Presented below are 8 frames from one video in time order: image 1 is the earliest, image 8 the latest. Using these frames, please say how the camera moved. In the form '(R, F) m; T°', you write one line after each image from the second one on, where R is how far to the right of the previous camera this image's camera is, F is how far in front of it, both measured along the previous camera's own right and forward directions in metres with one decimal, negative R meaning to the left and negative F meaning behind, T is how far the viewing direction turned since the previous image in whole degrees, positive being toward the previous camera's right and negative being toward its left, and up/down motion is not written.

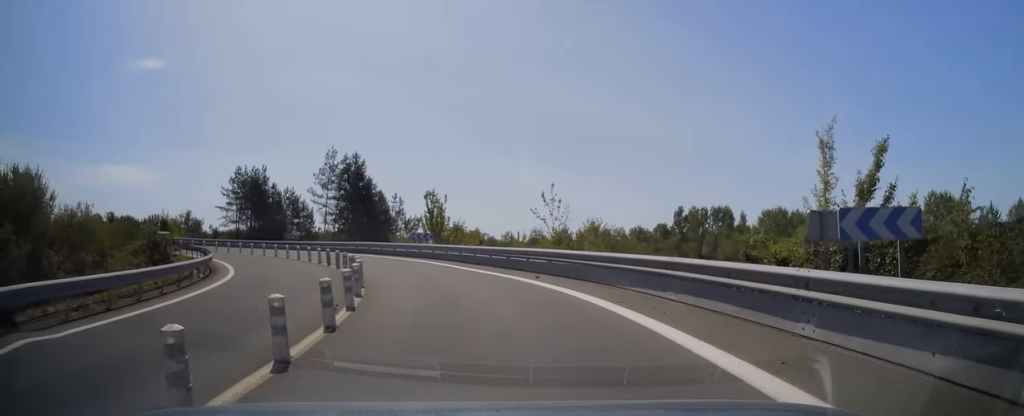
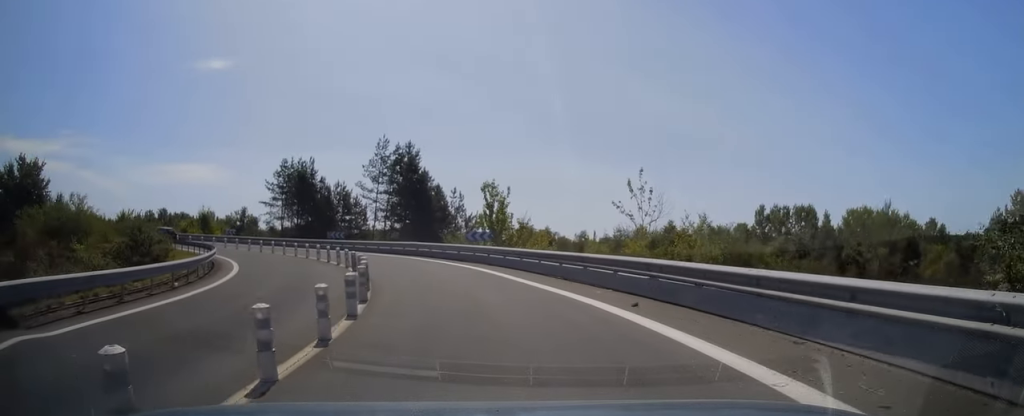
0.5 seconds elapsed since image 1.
(-0.6, +6.1) m; -7°
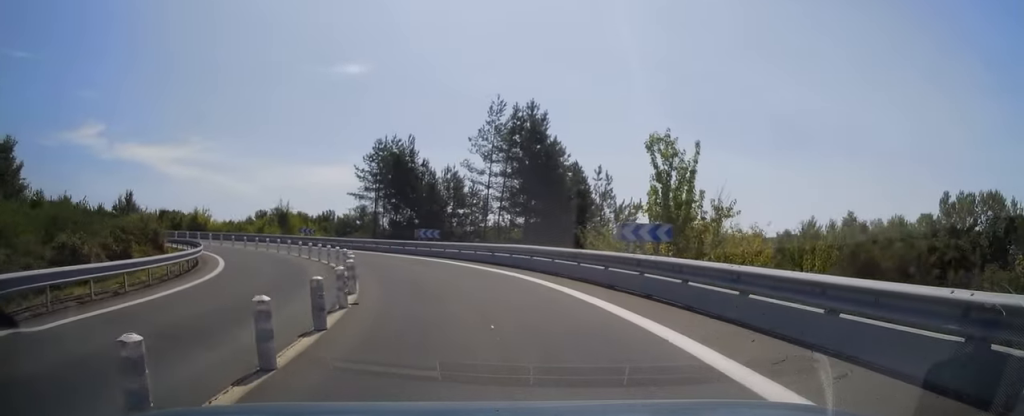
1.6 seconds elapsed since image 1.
(-2.0, +14.4) m; -15°
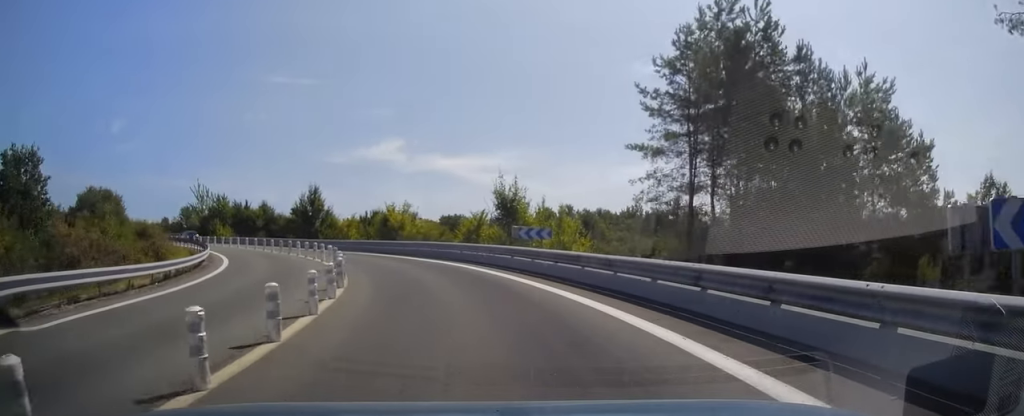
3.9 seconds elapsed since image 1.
(-6.9, +27.7) m; -30°
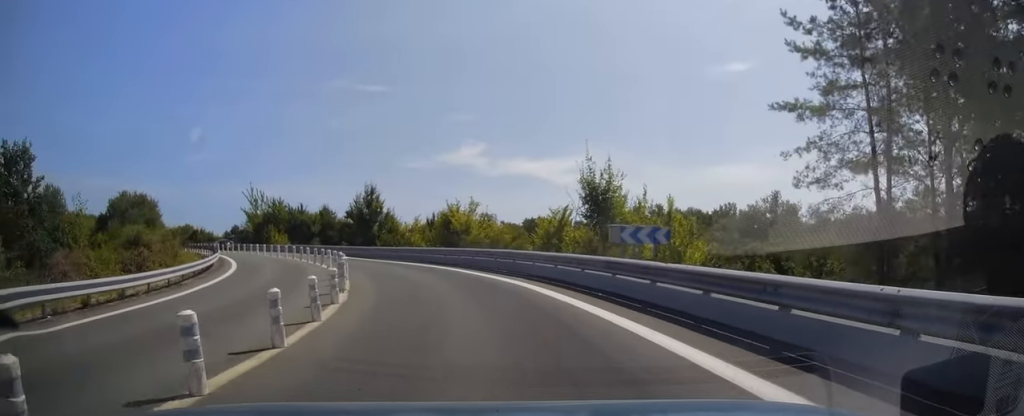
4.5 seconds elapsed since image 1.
(-0.7, +7.8) m; -8°
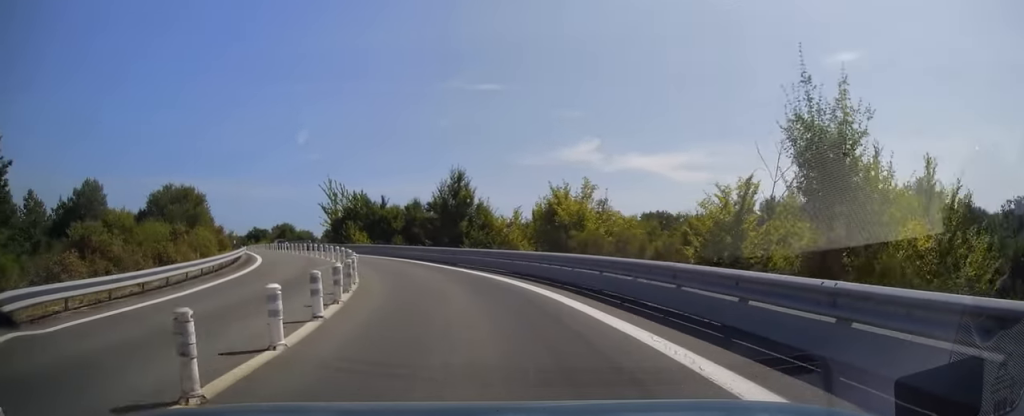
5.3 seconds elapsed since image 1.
(-0.9, +10.8) m; -11°
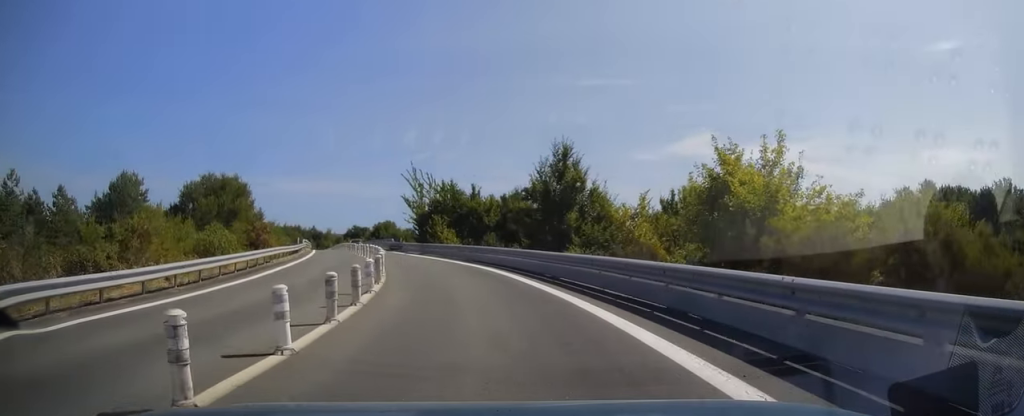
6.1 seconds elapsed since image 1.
(-1.0, +10.8) m; -10°
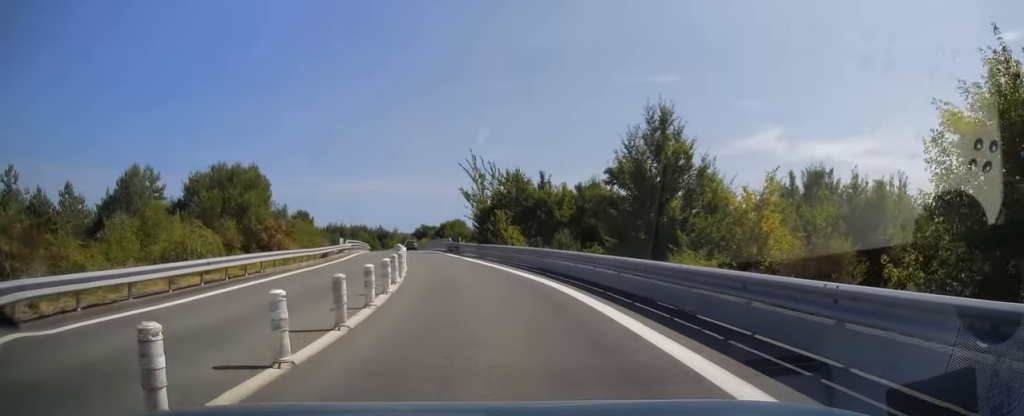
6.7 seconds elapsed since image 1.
(-0.6, +8.5) m; -5°
